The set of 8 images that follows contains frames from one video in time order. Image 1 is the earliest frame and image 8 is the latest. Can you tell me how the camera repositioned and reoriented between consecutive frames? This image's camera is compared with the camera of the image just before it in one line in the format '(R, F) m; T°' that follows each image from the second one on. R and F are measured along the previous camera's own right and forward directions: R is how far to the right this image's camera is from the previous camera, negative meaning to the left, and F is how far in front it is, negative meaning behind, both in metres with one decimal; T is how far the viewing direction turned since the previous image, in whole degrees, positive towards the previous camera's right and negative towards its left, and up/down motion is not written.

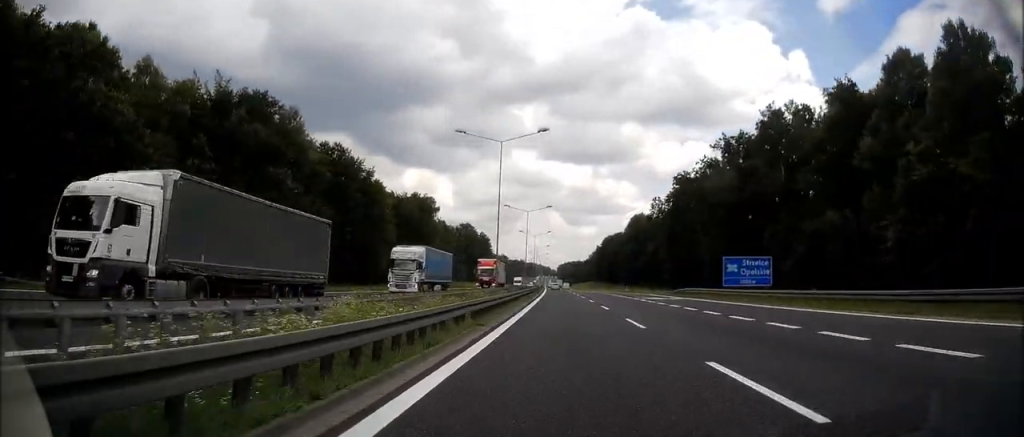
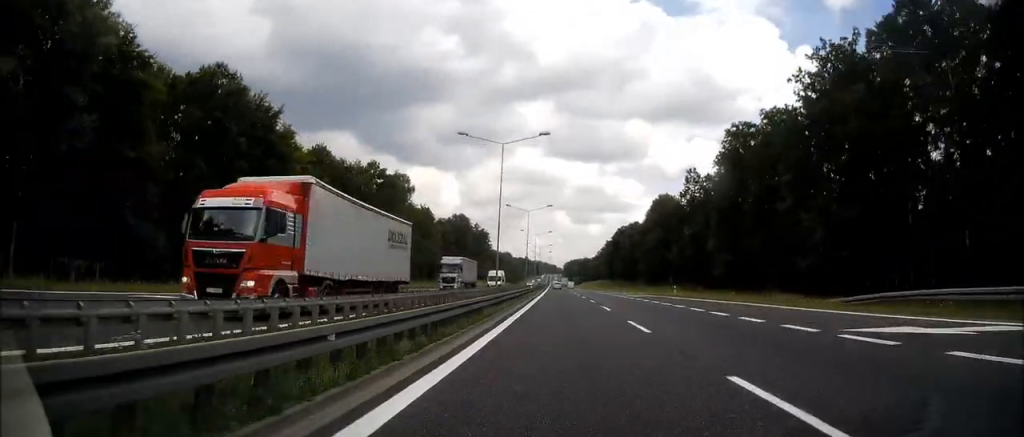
(-0.3, +37.5) m; -1°
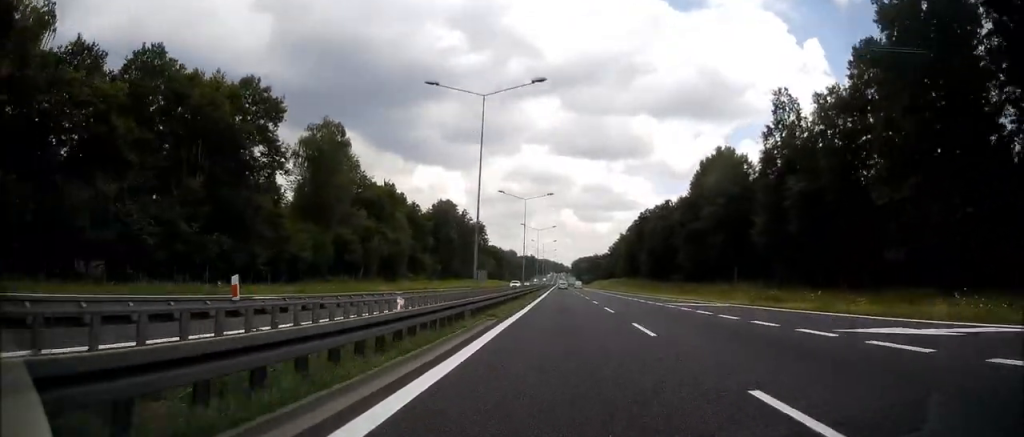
(-0.7, +49.4) m; -1°
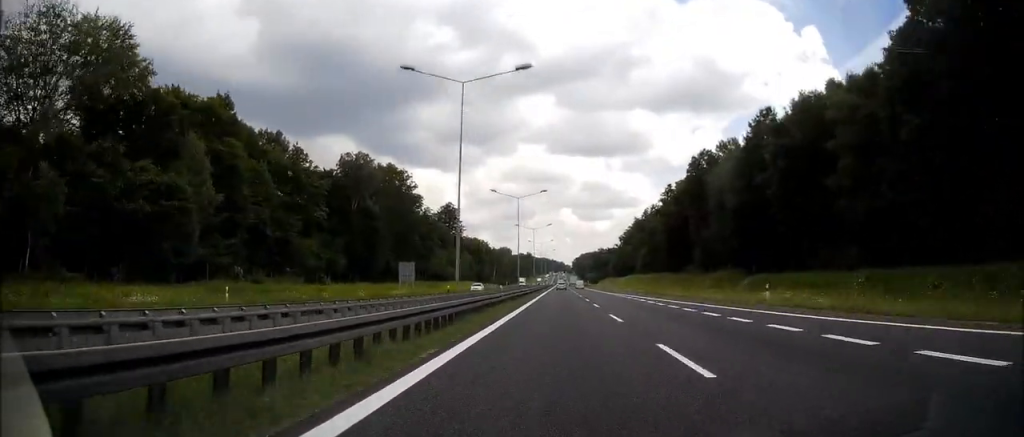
(0.0, +78.8) m; 0°
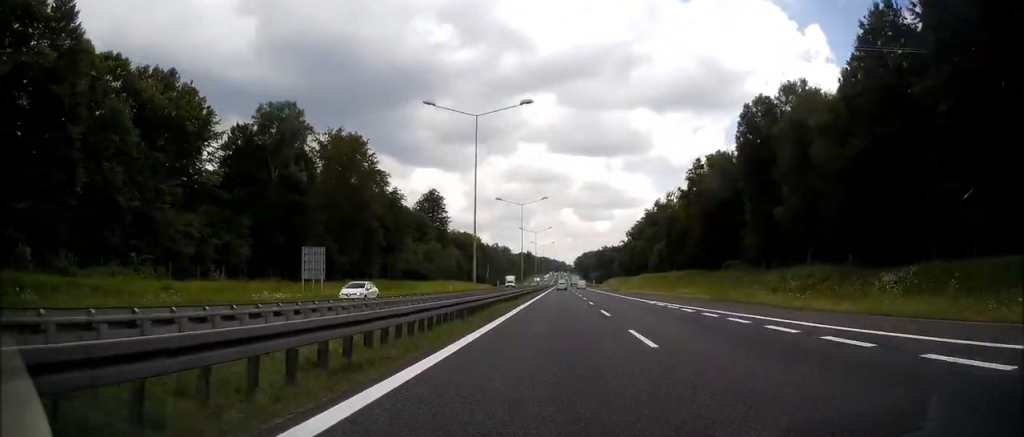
(-0.1, +32.2) m; 0°
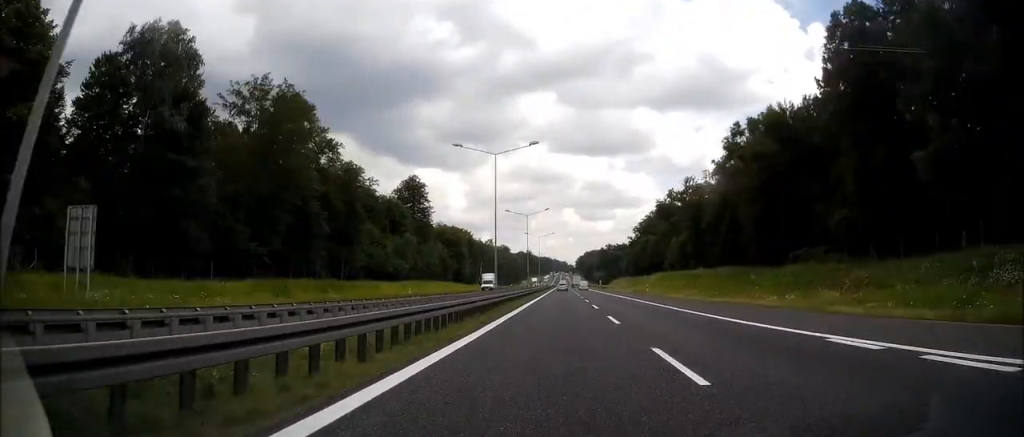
(-0.1, +28.3) m; 0°
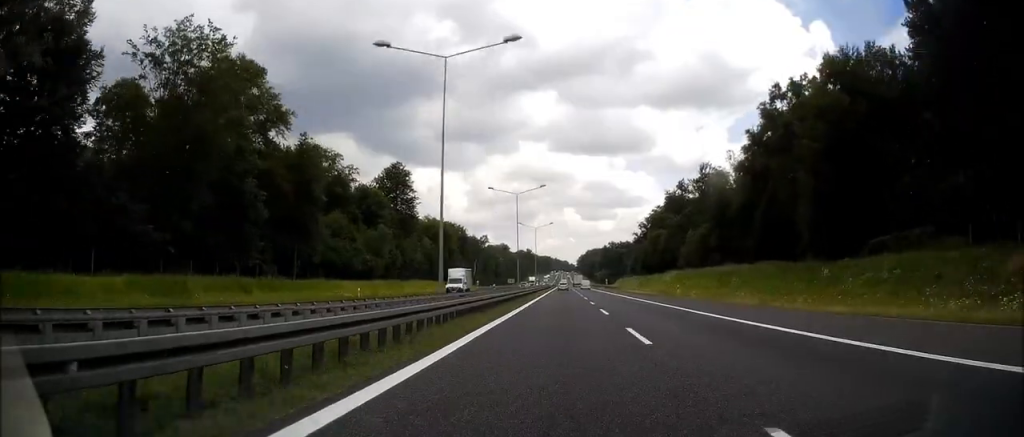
(0.0, +18.9) m; 0°
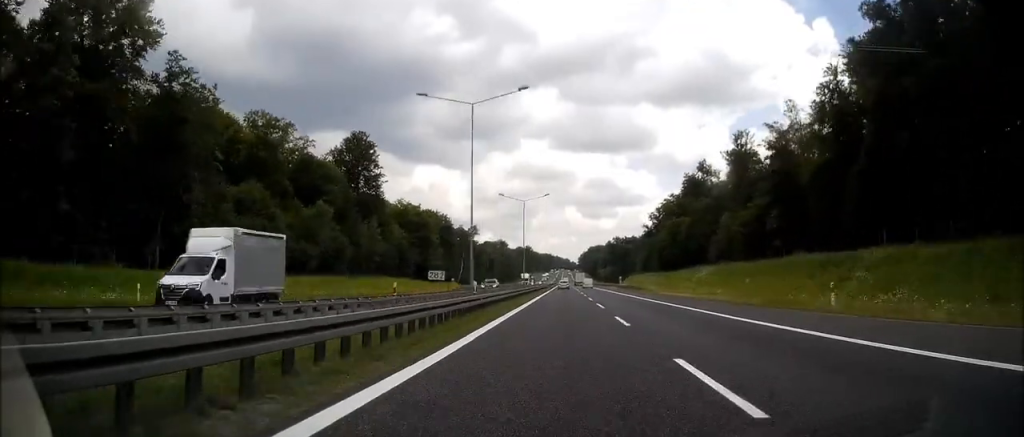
(0.0, +31.1) m; 0°
